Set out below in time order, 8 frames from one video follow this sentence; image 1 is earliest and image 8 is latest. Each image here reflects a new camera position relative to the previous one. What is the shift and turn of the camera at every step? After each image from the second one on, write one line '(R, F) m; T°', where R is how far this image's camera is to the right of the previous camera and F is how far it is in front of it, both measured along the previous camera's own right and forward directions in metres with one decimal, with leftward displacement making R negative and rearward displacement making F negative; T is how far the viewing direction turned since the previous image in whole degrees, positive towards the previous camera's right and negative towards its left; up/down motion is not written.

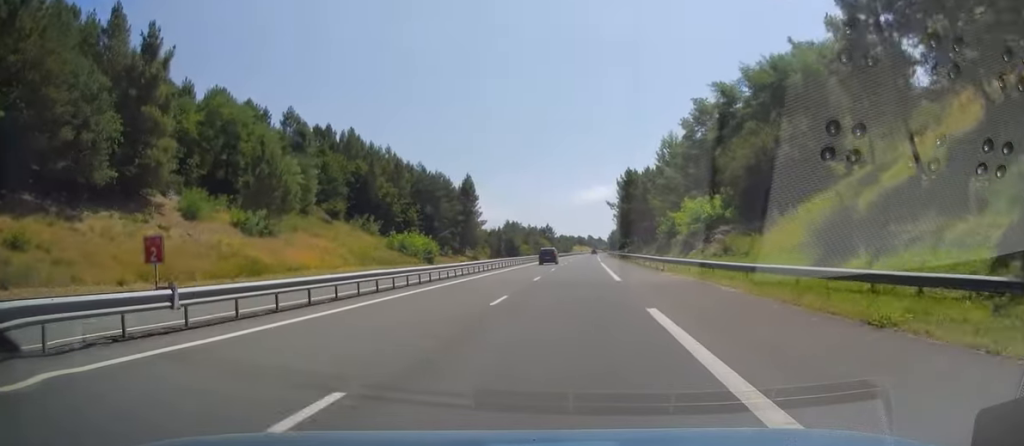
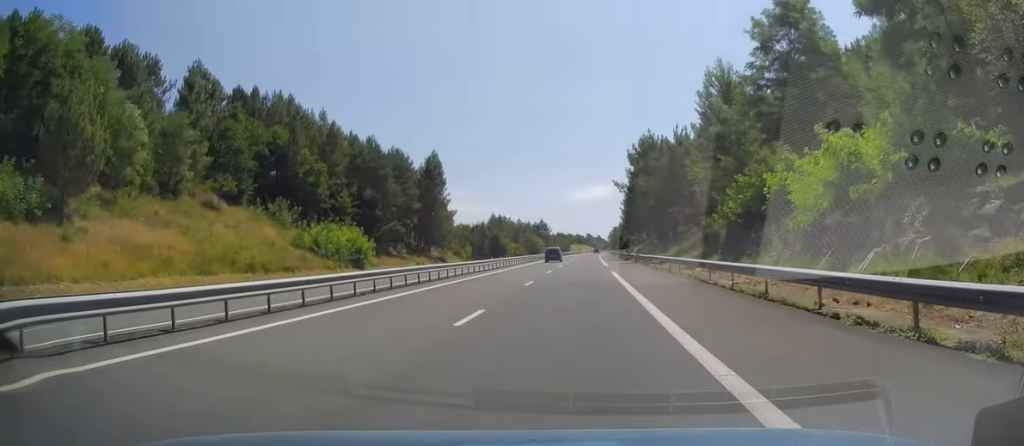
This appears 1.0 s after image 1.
(0.0, +30.4) m; 0°
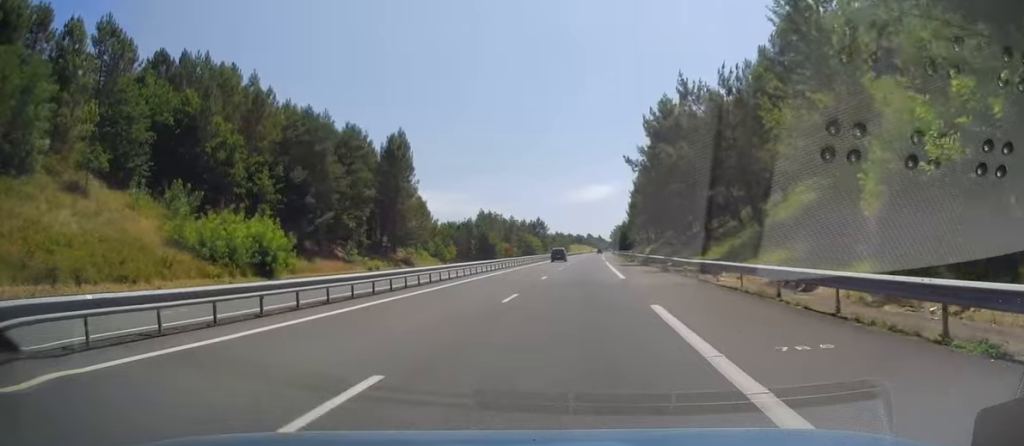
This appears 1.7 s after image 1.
(0.0, +20.7) m; 0°
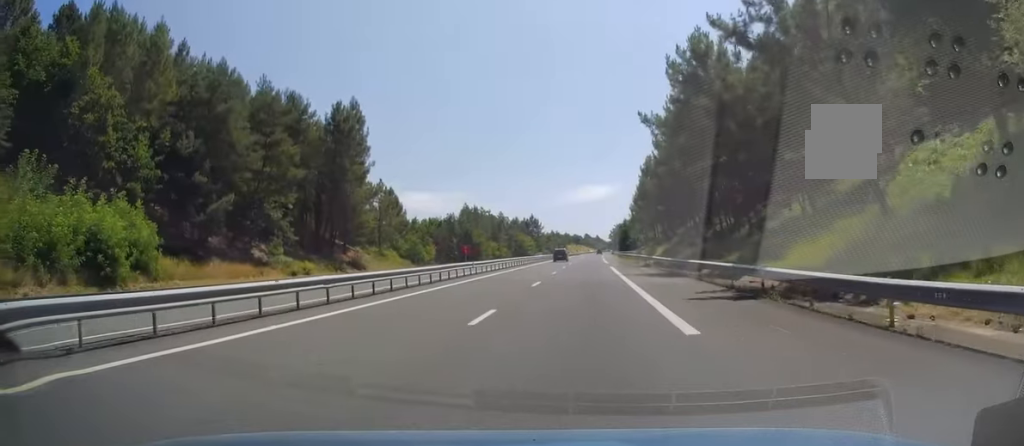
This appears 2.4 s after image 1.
(0.0, +18.1) m; 0°
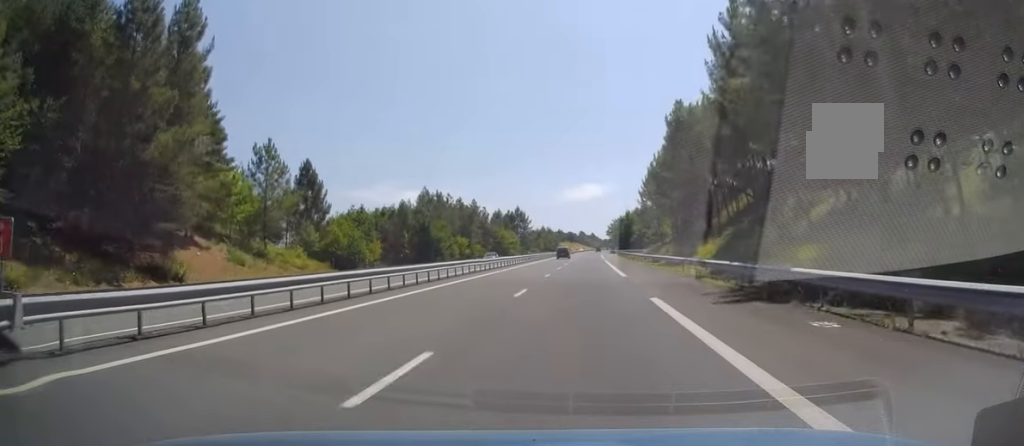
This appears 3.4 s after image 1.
(0.0, +32.4) m; 0°
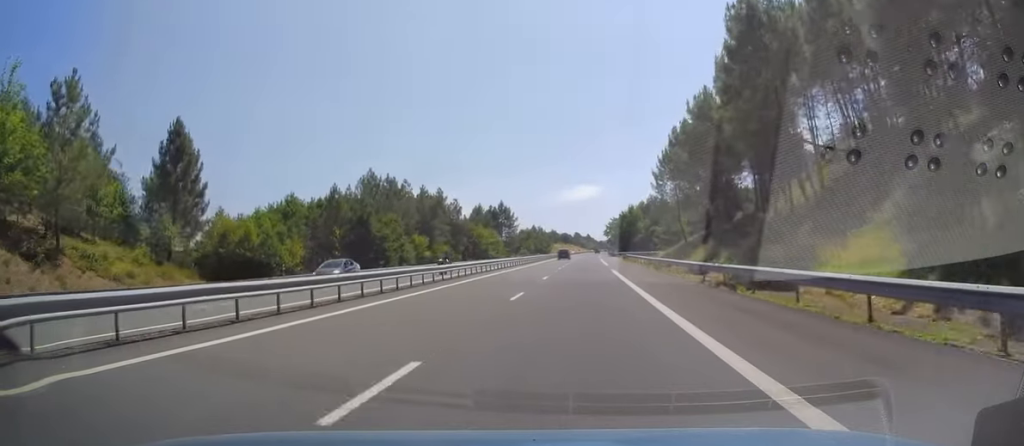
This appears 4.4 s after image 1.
(0.0, +26.5) m; +1°
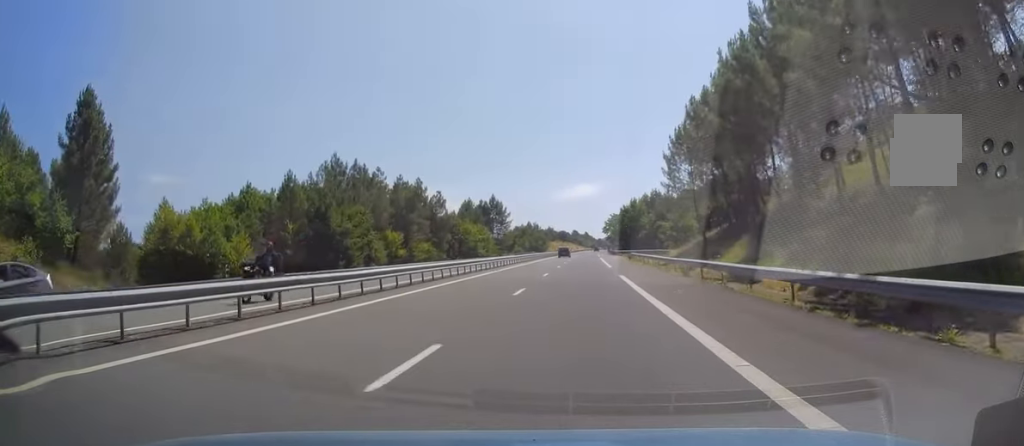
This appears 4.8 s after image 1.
(0.0, +11.8) m; 0°
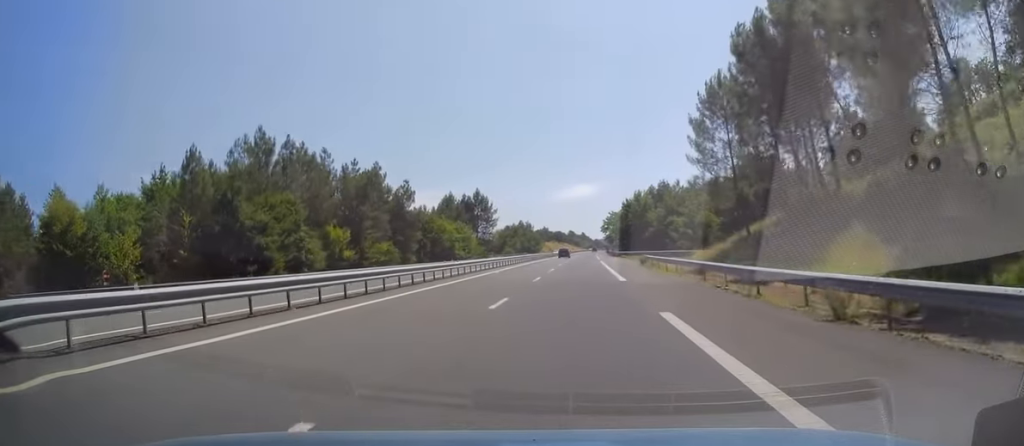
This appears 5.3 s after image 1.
(+0.2, +17.2) m; +1°
